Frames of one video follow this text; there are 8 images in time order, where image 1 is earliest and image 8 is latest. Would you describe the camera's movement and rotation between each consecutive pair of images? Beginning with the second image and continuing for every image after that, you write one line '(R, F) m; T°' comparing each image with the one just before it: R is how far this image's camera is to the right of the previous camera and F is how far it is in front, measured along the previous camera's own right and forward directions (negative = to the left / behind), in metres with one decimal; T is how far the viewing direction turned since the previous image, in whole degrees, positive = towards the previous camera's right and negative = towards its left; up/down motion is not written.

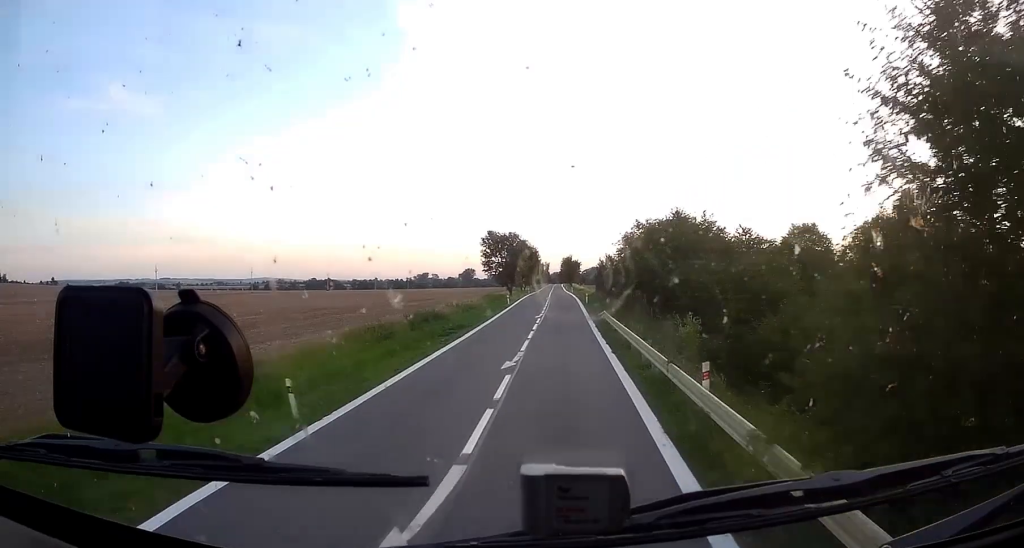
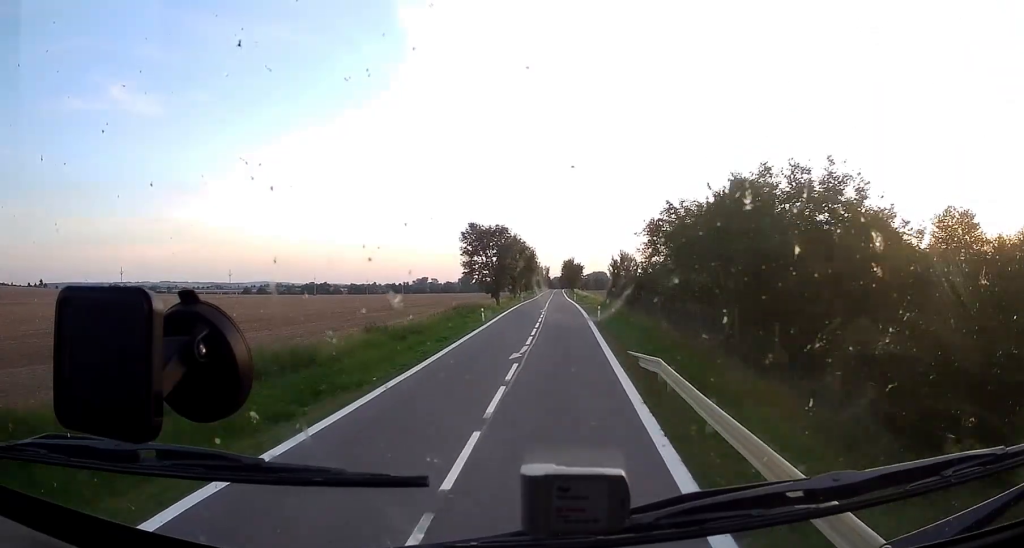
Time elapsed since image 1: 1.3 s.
(+0.2, +19.8) m; +2°
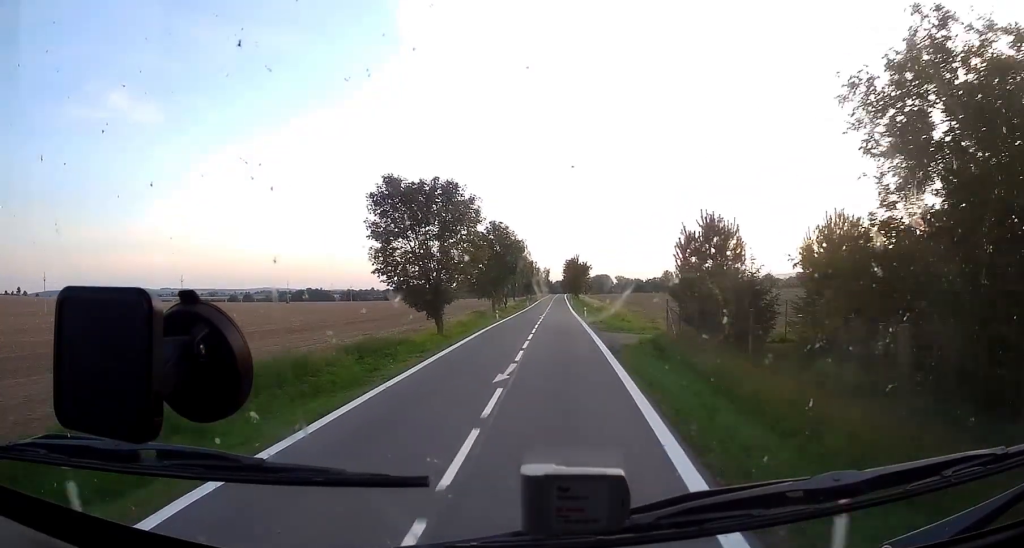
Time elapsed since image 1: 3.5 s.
(+0.2, +36.4) m; -1°
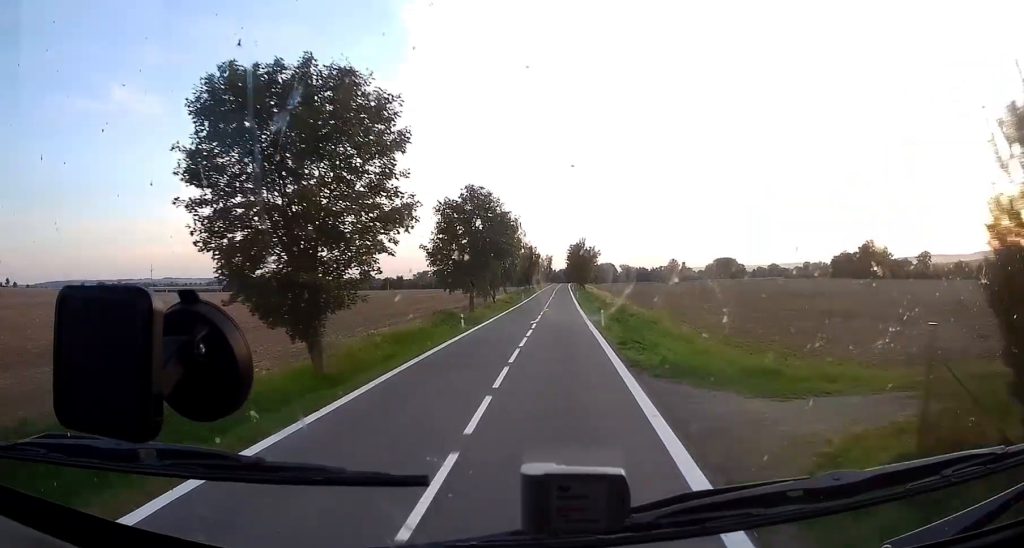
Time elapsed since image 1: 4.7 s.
(-0.2, +20.1) m; 0°
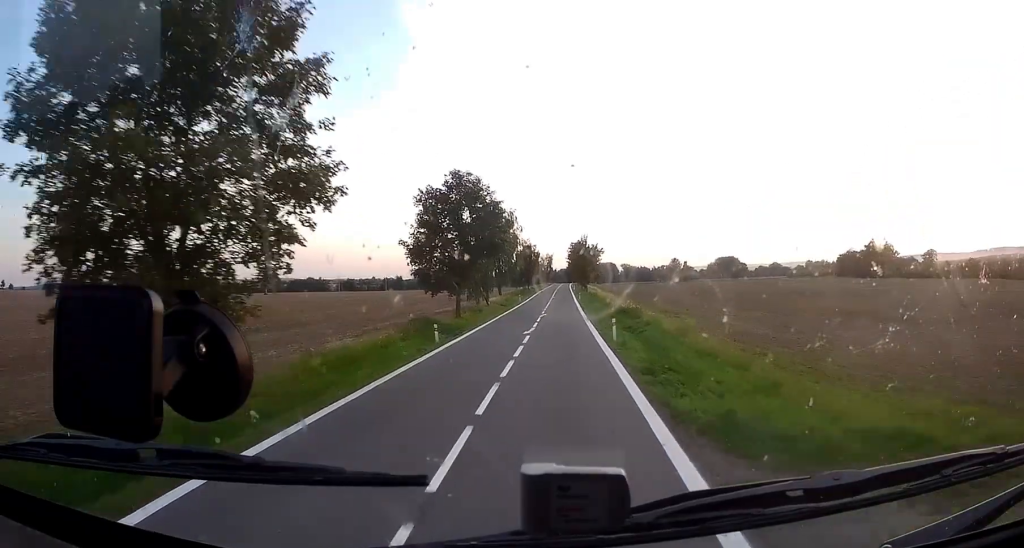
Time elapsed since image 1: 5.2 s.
(+0.1, +7.4) m; 0°
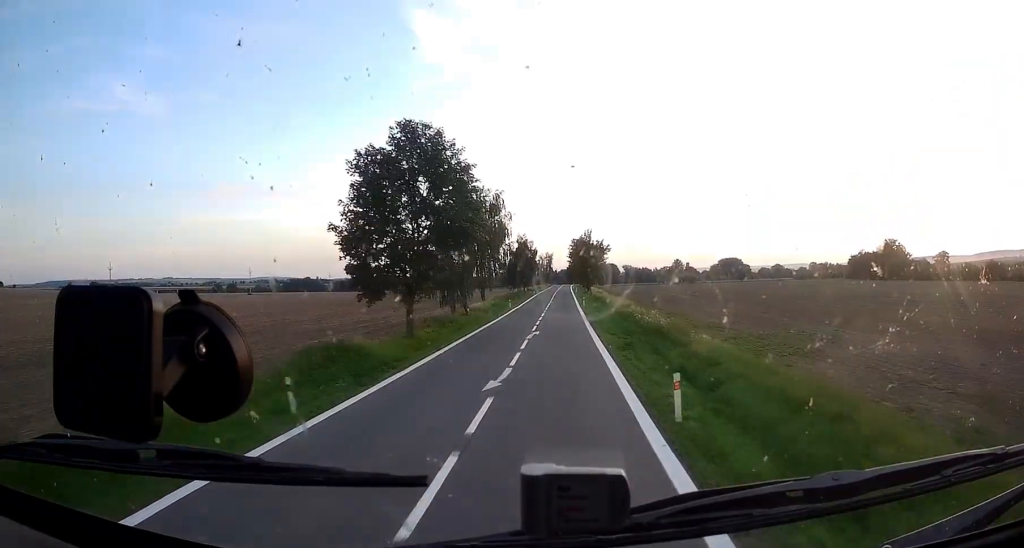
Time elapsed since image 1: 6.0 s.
(+0.1, +14.9) m; 0°
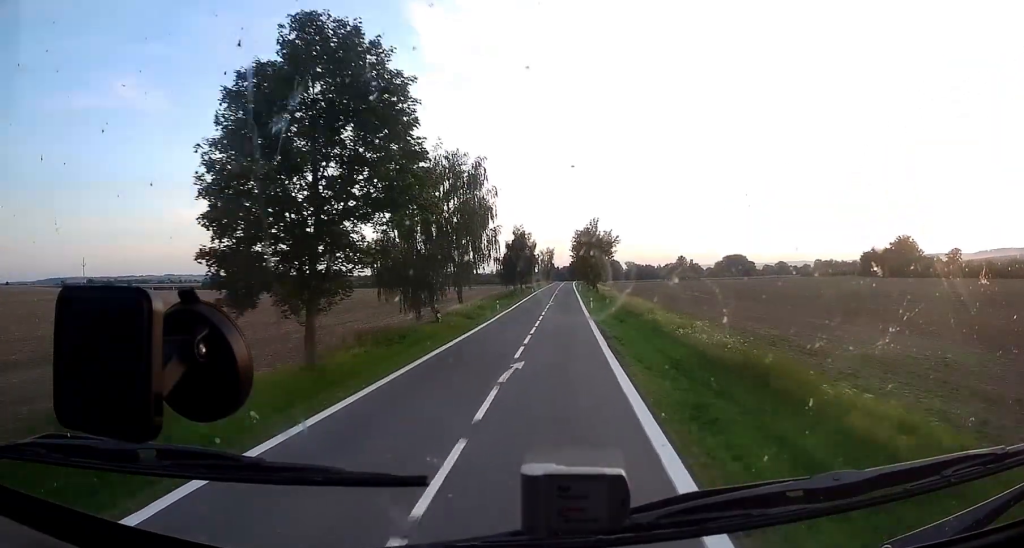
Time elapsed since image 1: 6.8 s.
(0.0, +13.0) m; -1°
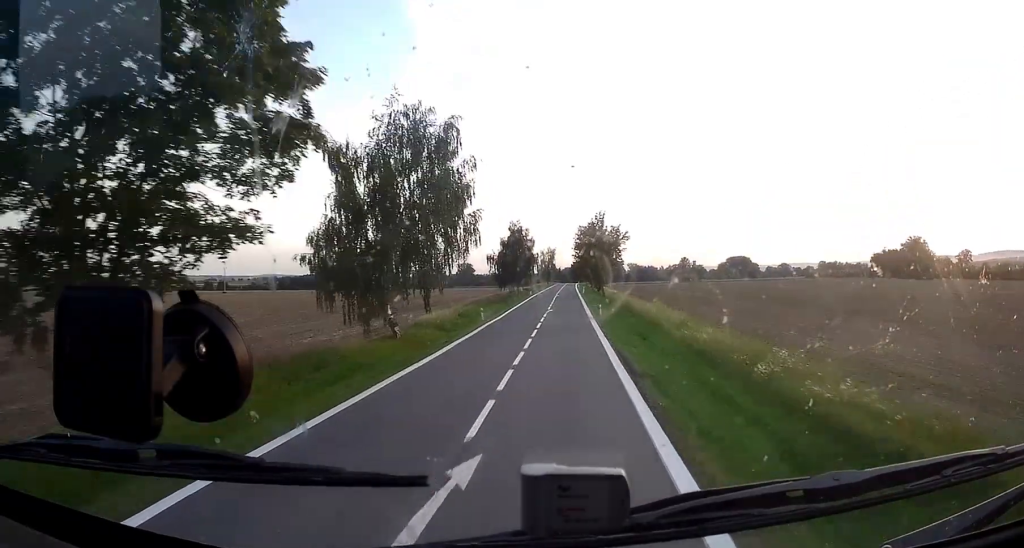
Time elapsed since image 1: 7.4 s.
(-0.3, +10.4) m; 0°
